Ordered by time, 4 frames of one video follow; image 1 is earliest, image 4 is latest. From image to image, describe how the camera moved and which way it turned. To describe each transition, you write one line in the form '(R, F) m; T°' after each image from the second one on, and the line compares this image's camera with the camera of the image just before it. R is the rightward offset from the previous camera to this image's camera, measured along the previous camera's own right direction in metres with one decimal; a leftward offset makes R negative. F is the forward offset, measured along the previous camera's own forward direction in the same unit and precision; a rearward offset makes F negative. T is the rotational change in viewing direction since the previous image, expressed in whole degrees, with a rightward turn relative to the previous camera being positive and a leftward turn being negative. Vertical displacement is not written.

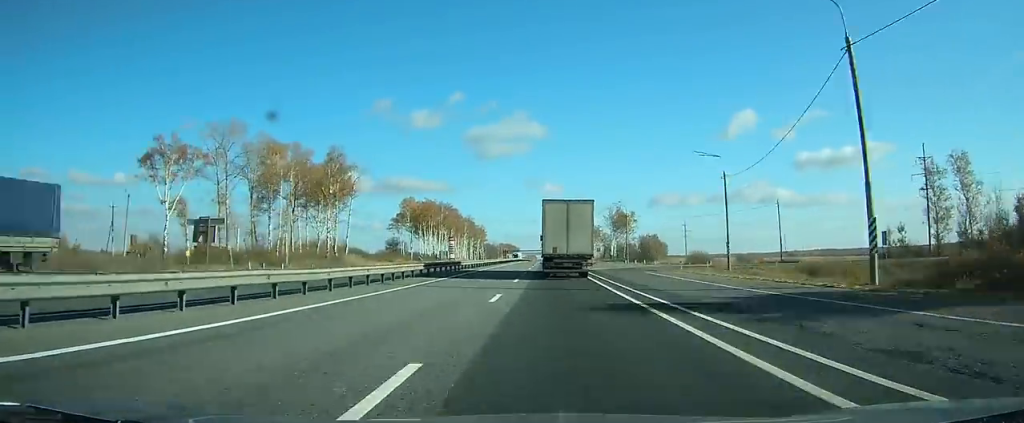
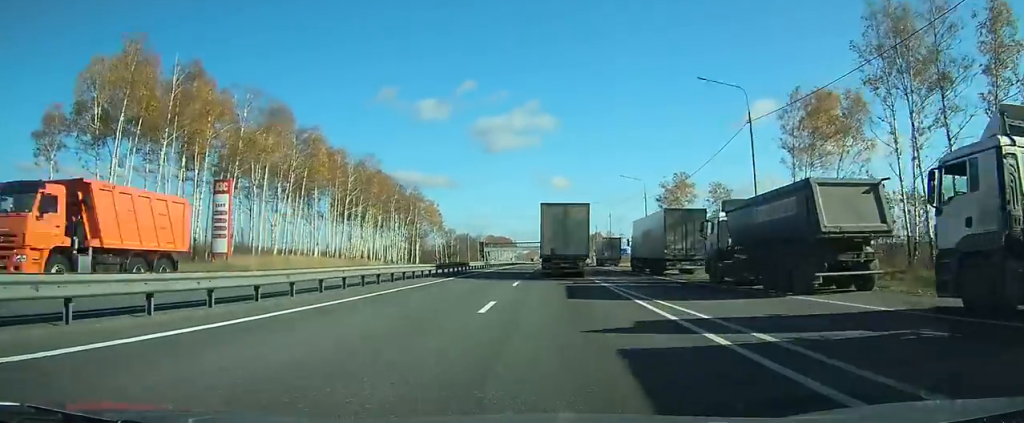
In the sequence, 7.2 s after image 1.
(+0.6, +143.7) m; 0°
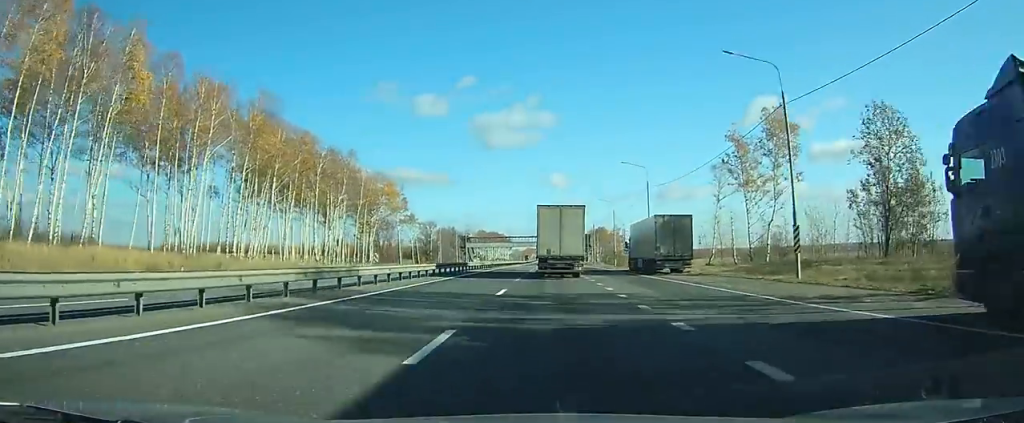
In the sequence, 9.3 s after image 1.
(-0.1, +38.6) m; 0°
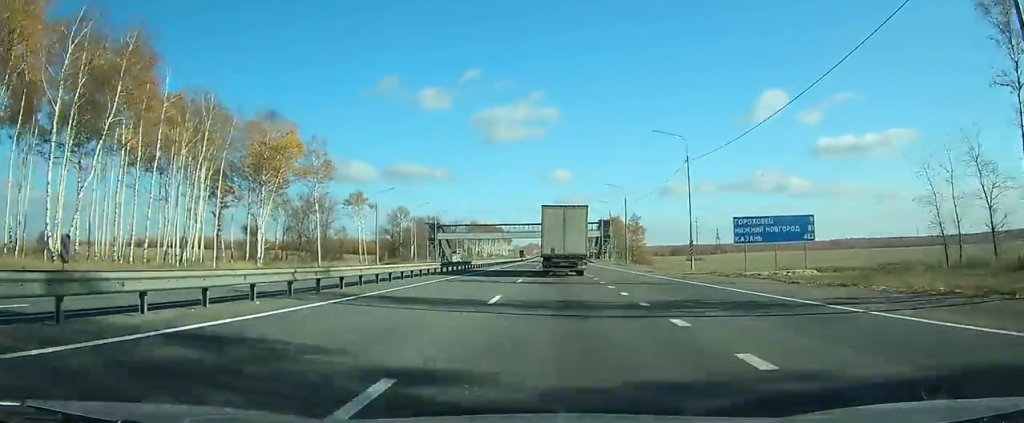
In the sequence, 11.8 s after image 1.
(-0.1, +53.3) m; 0°
